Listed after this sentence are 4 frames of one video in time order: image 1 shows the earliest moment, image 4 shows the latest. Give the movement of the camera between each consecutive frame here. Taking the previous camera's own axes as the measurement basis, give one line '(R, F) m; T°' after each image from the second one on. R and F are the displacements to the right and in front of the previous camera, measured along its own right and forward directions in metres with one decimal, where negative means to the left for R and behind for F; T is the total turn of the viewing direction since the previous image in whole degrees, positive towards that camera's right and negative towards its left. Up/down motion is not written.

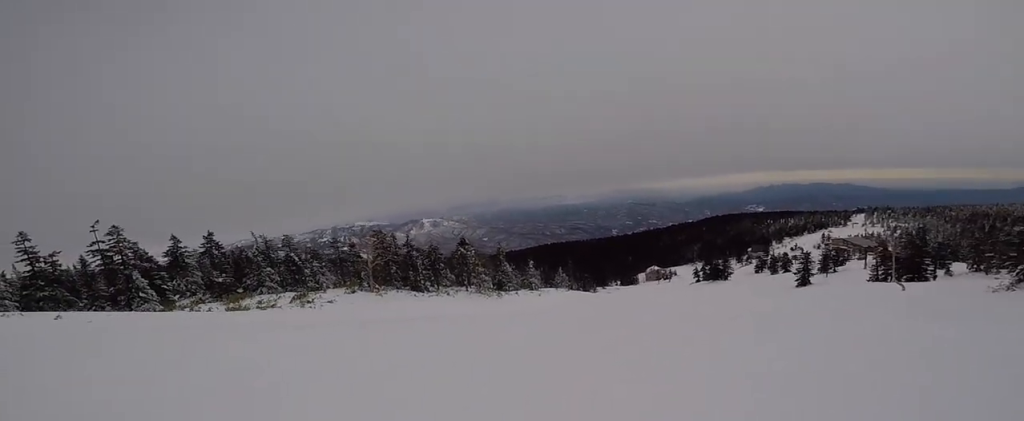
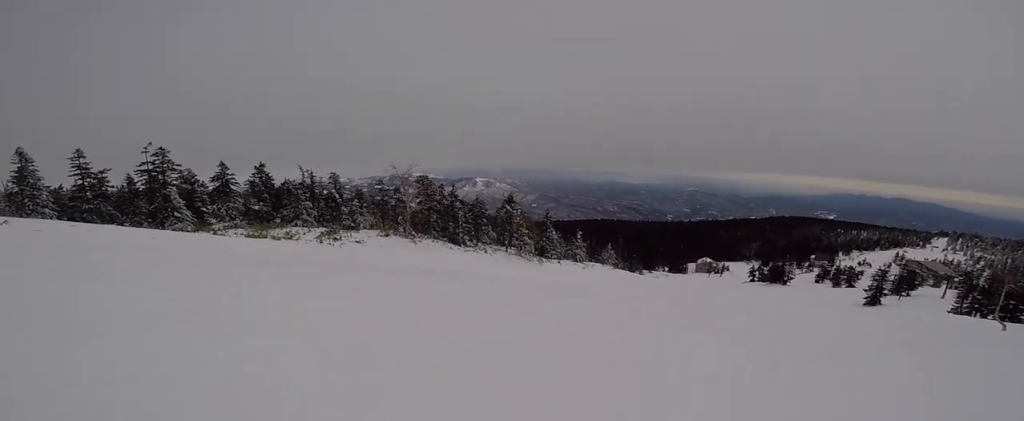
(-0.1, +4.2) m; -3°
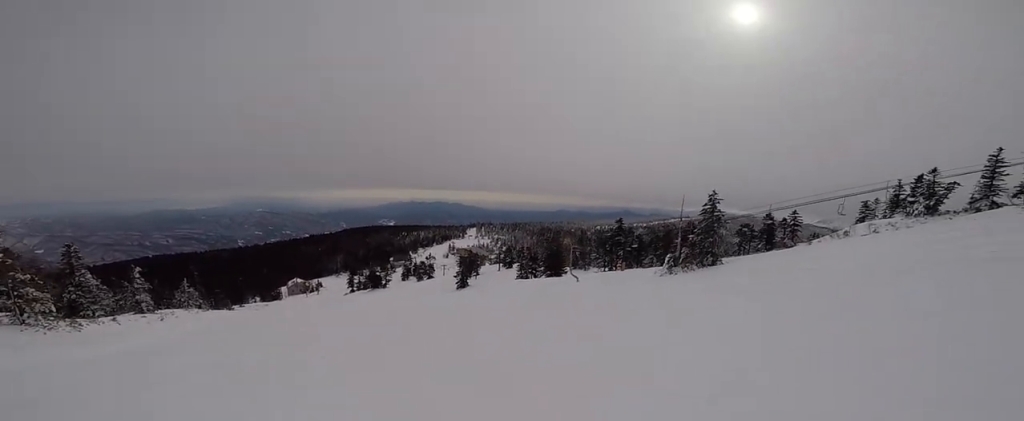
(+2.3, +9.8) m; +44°
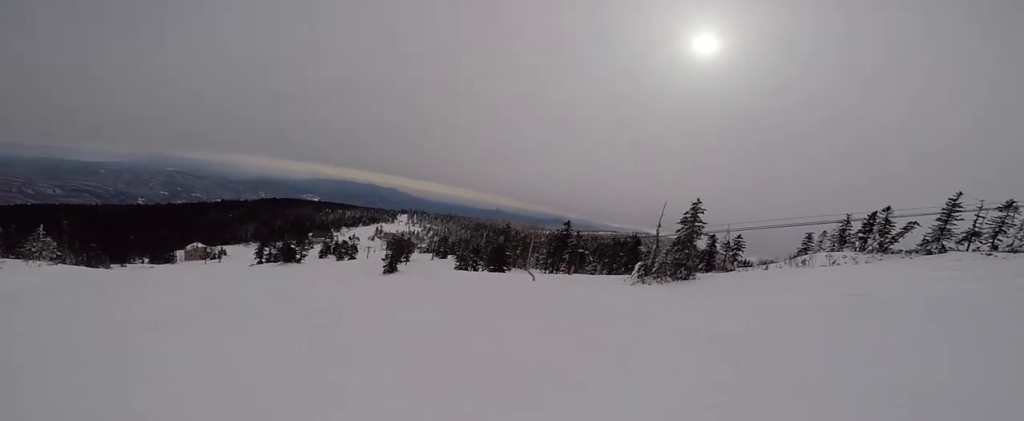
(+2.0, +8.1) m; +17°
